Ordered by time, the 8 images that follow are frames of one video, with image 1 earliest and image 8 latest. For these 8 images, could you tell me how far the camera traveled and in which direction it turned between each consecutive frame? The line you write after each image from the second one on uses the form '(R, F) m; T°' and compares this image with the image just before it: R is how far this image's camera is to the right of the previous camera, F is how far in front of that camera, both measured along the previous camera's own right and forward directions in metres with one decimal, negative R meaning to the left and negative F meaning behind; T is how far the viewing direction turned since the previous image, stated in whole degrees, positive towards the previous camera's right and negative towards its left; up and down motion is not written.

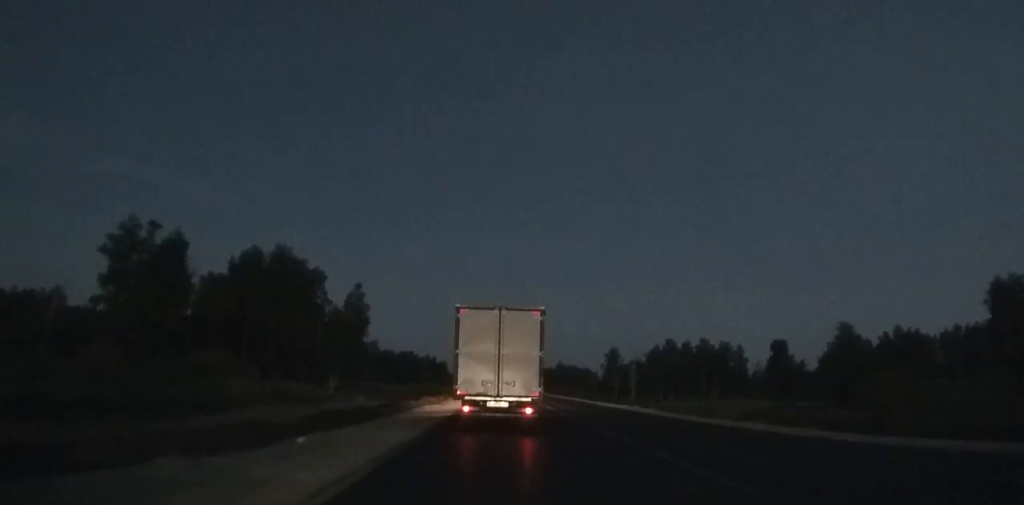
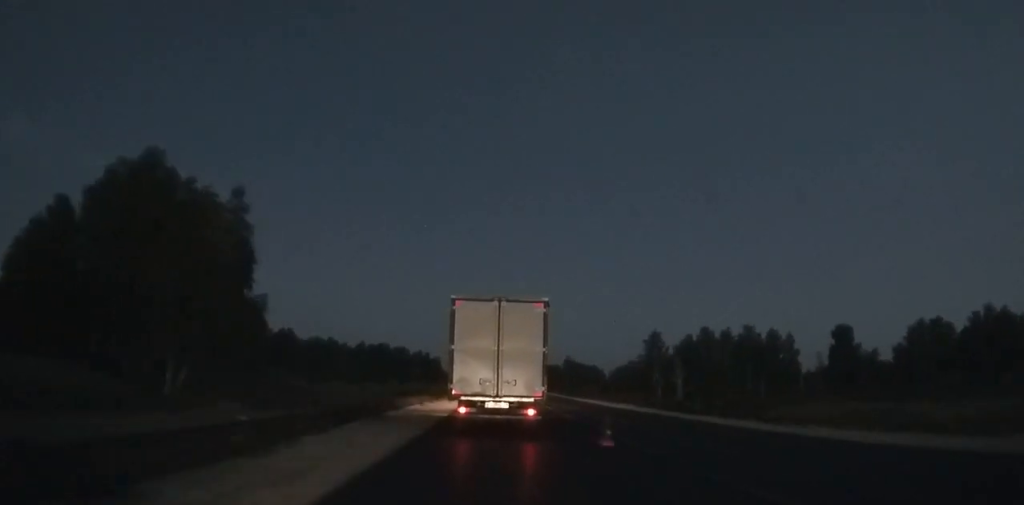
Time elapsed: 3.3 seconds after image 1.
(+0.3, +35.3) m; 0°
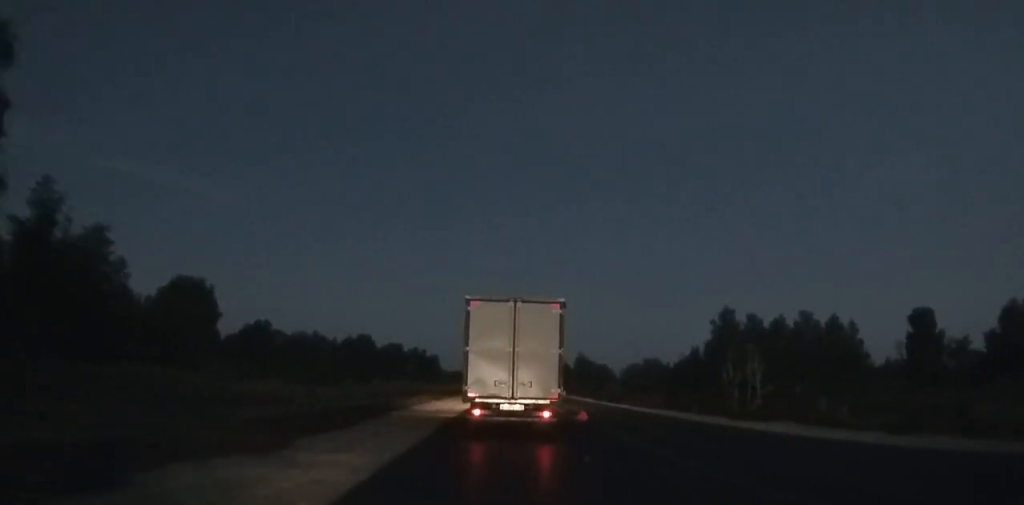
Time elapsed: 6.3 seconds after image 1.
(-0.2, +30.0) m; -1°
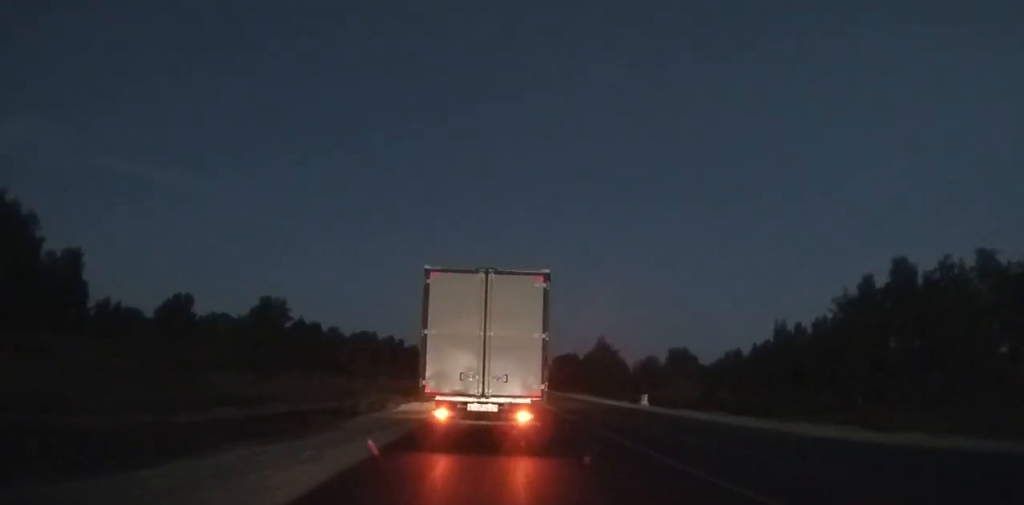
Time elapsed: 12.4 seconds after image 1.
(0.0, +50.2) m; -1°
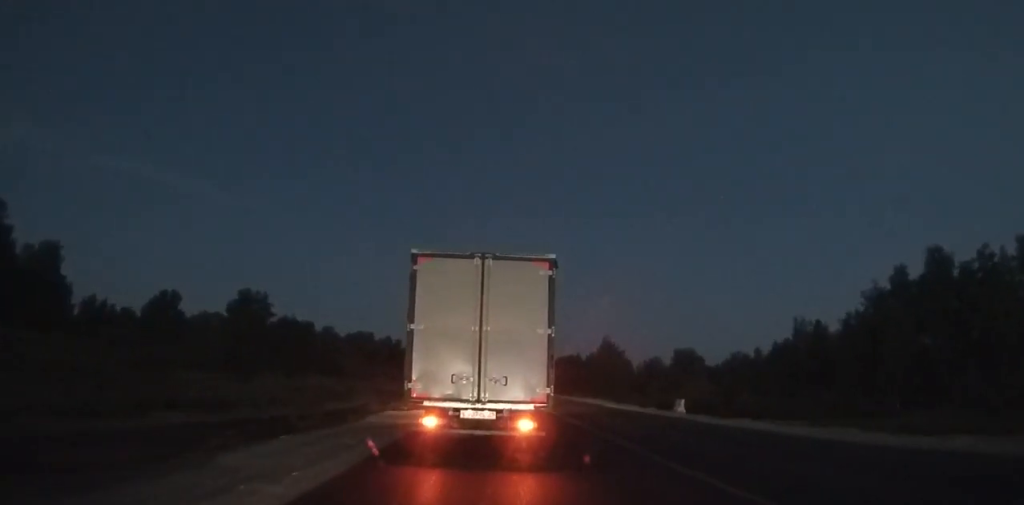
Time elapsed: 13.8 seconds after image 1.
(0.0, +8.7) m; -1°
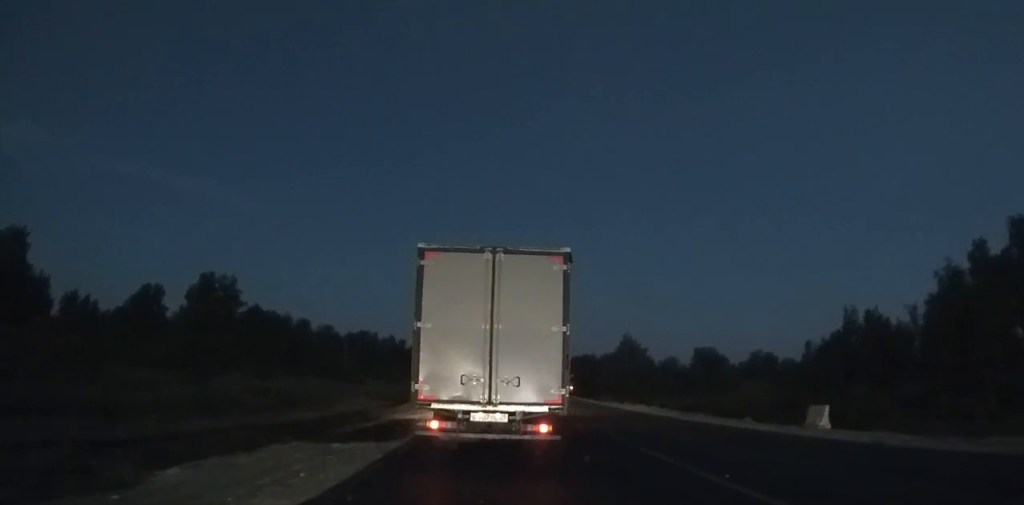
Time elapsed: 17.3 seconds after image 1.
(-0.4, +16.9) m; -1°
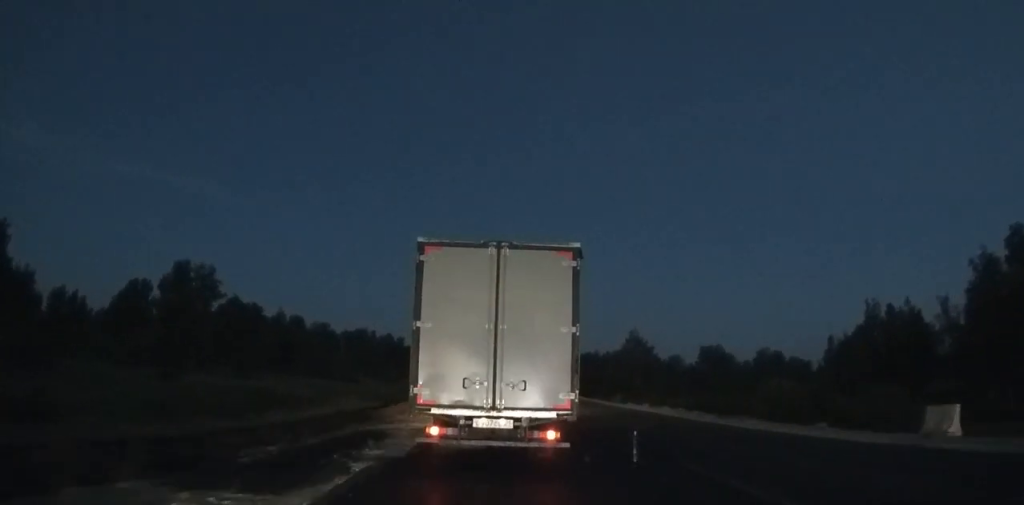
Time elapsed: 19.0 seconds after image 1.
(-0.3, +6.8) m; +1°
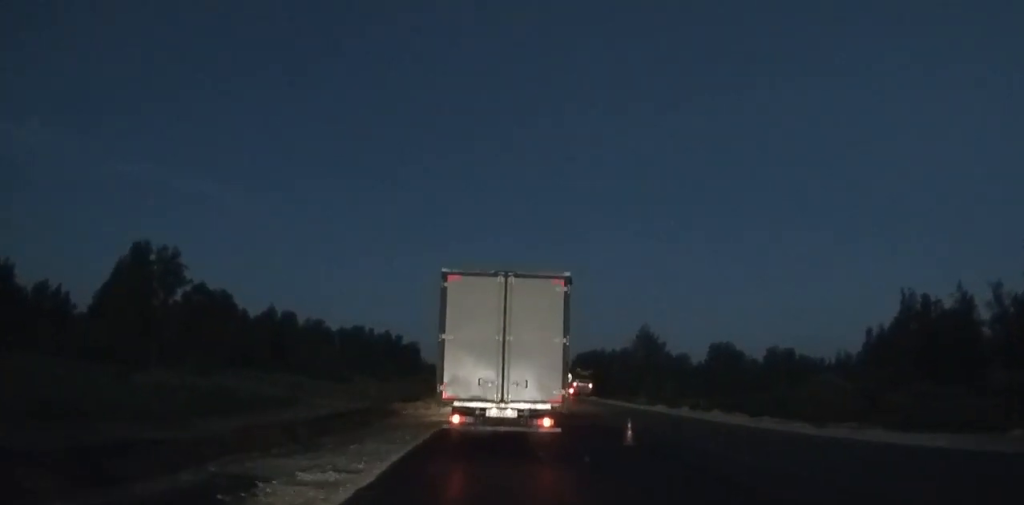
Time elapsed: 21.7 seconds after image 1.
(+0.5, +10.2) m; +2°
